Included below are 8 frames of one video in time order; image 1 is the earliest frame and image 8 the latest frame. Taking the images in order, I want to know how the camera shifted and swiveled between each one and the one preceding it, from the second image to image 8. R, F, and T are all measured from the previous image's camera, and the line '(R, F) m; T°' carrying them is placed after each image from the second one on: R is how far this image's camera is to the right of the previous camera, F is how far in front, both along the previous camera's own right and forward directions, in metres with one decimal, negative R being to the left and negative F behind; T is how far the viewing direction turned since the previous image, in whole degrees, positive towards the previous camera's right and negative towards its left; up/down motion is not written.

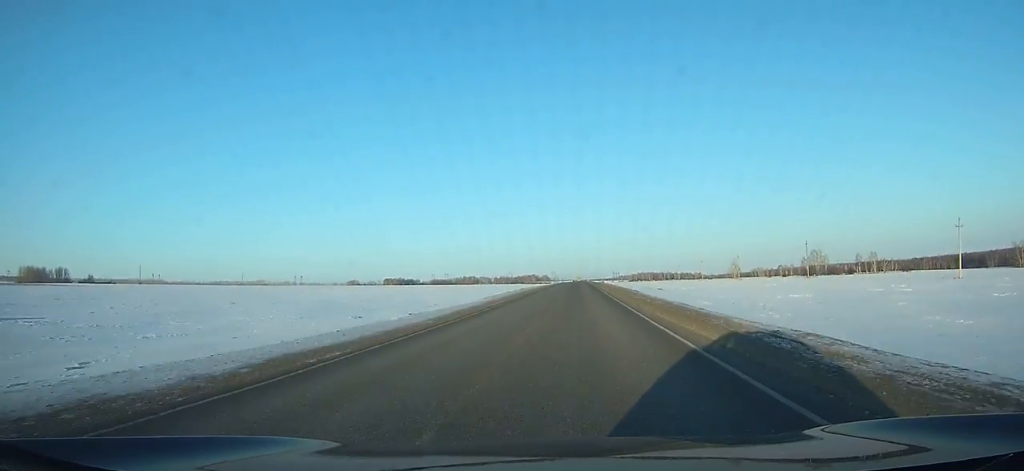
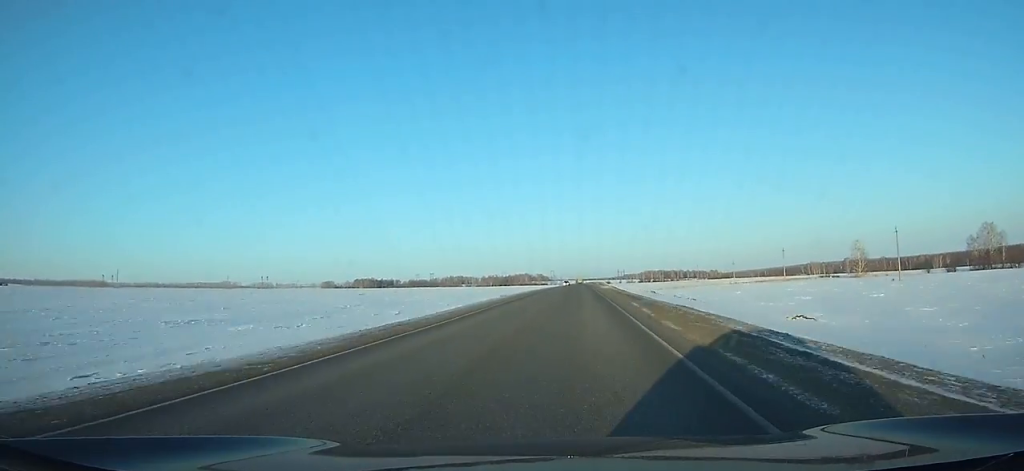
(-0.6, +178.0) m; 0°
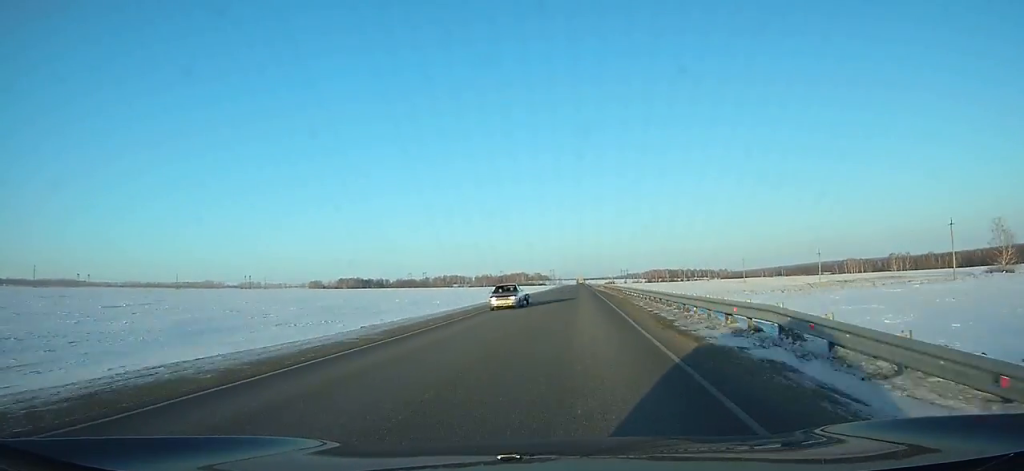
(-0.4, +80.7) m; 0°
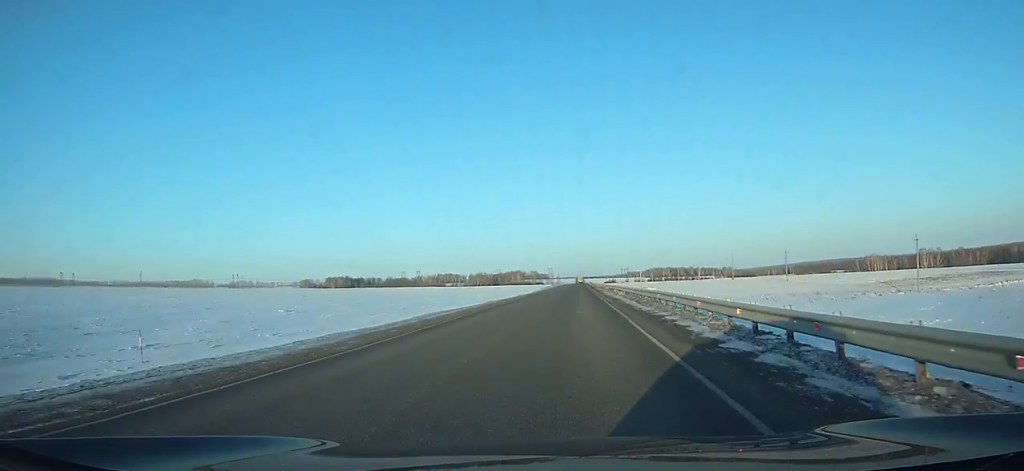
(-0.1, +45.1) m; 0°
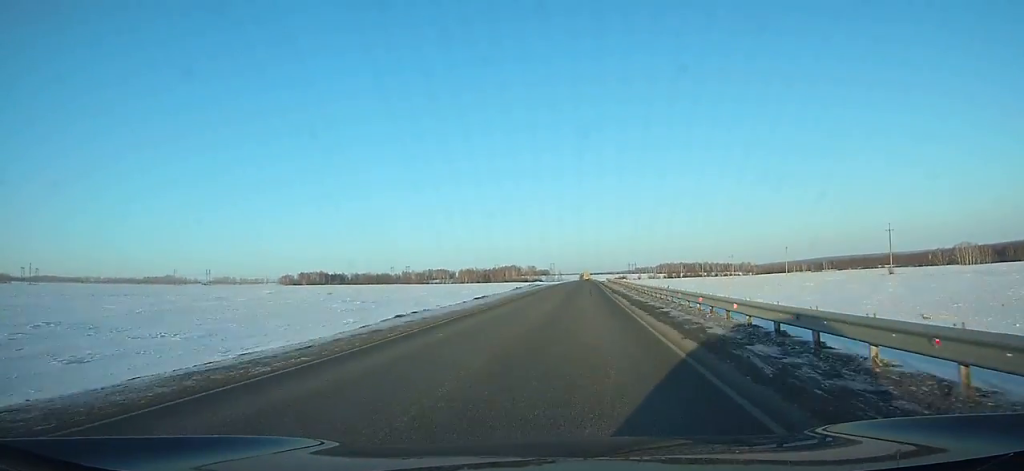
(+0.1, +114.6) m; 0°
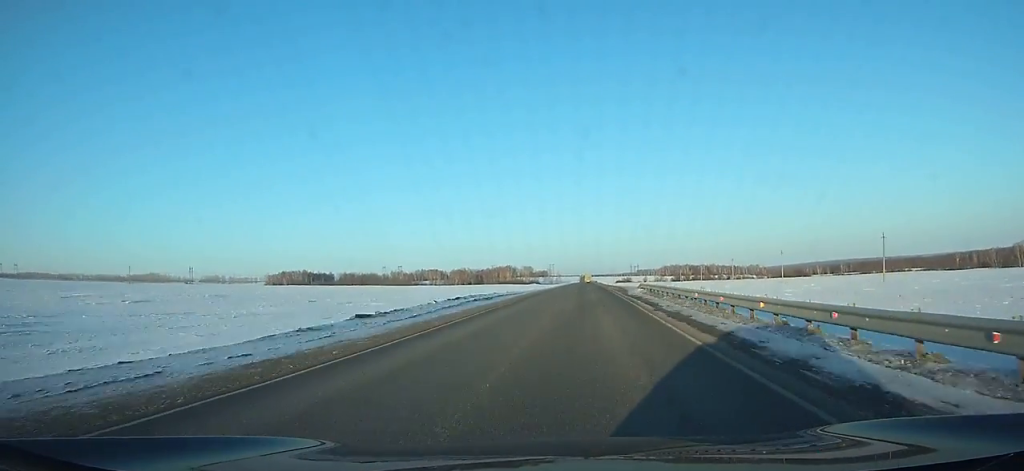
(+0.2, +56.7) m; 0°
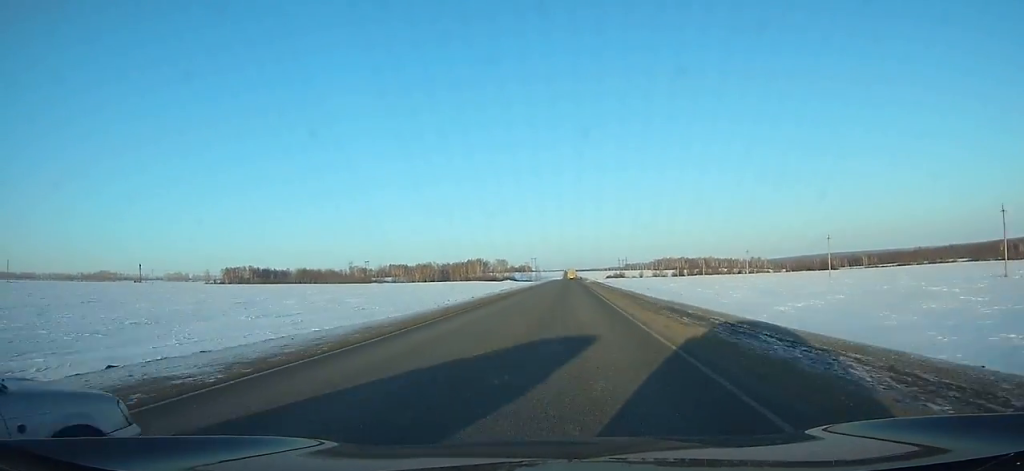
(0.0, +105.4) m; 0°
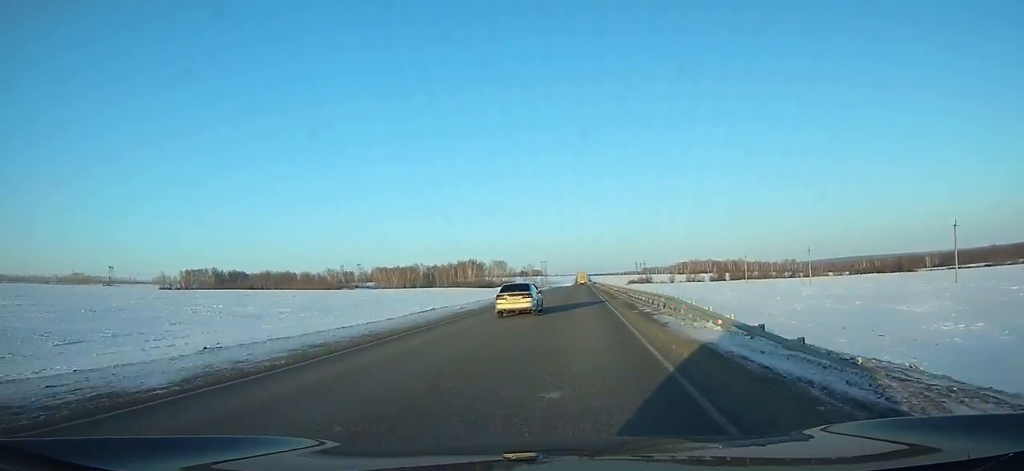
(-0.1, +106.6) m; 0°
